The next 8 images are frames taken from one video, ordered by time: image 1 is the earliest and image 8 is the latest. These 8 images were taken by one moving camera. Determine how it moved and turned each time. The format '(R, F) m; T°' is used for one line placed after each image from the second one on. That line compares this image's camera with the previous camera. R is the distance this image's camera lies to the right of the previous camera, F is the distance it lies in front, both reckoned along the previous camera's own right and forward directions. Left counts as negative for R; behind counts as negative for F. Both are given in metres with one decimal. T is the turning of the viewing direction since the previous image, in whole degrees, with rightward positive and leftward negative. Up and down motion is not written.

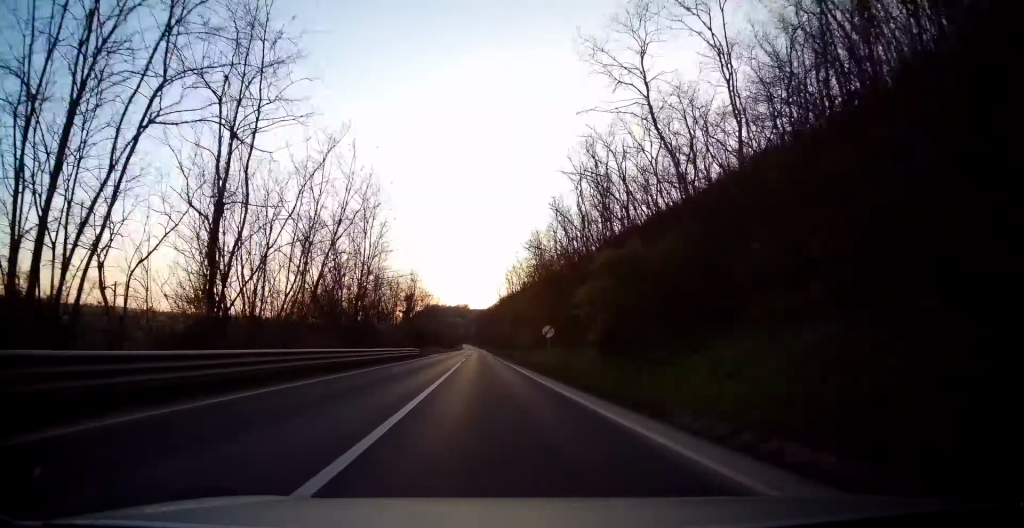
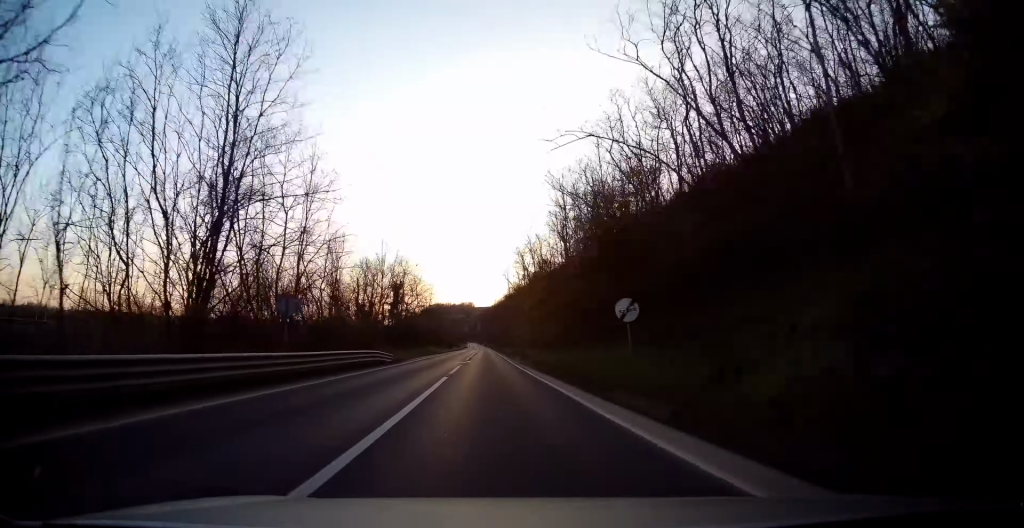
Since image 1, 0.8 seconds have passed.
(-0.4, +19.7) m; -2°
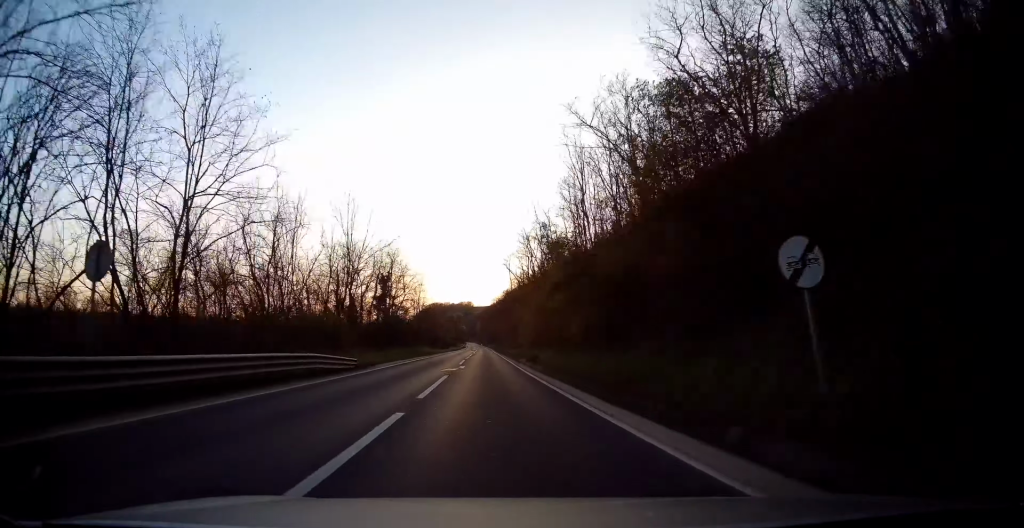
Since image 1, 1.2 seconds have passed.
(-0.1, +10.5) m; 0°
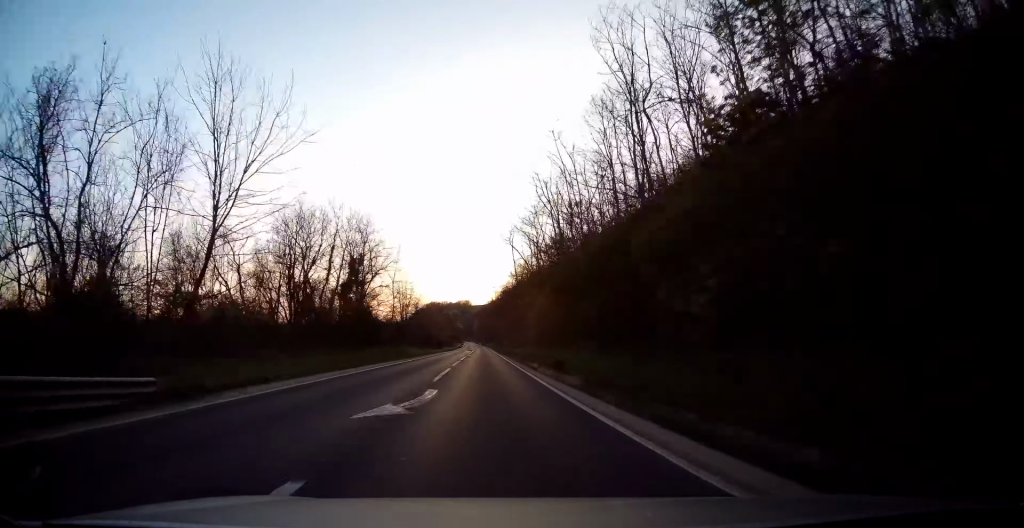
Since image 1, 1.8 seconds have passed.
(-0.3, +16.7) m; 0°
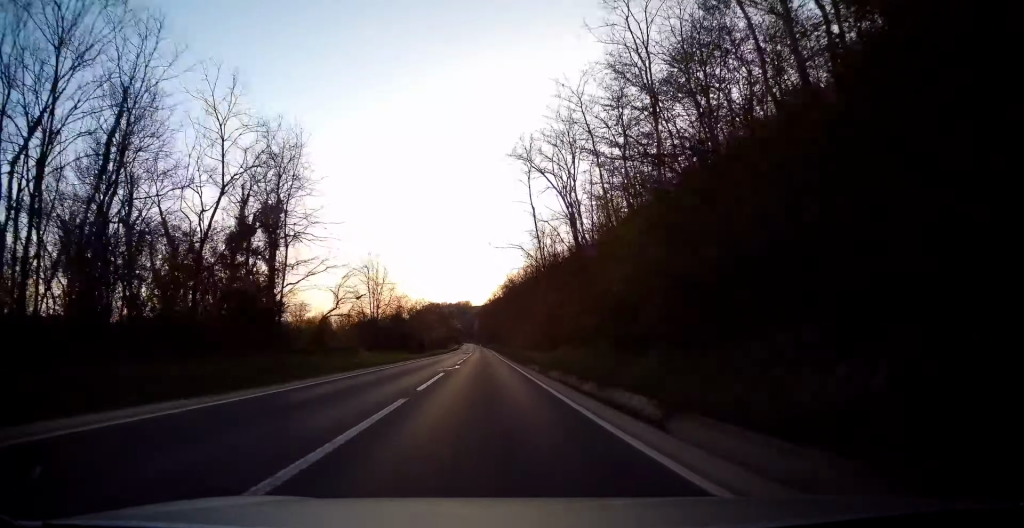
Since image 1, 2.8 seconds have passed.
(+0.5, +27.0) m; +1°
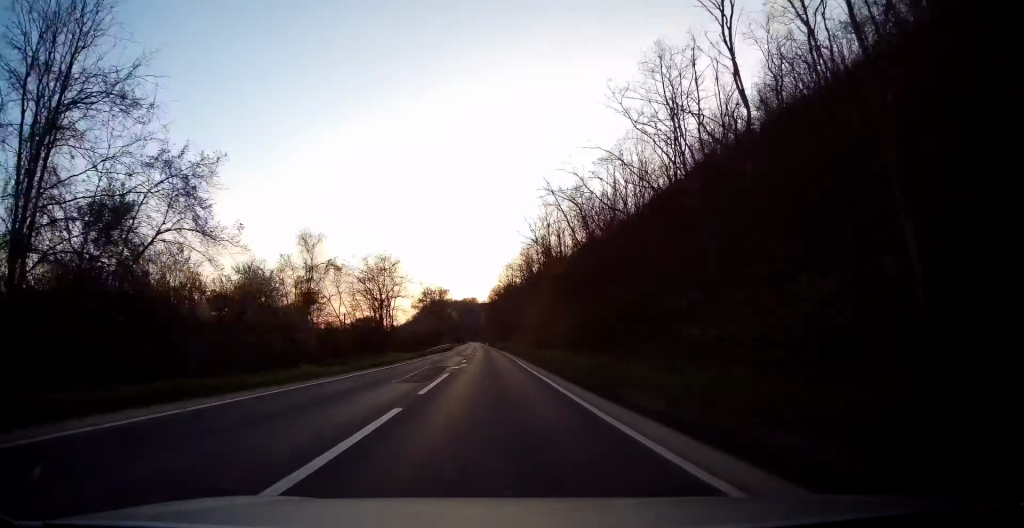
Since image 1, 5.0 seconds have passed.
(-1.1, +59.4) m; -1°
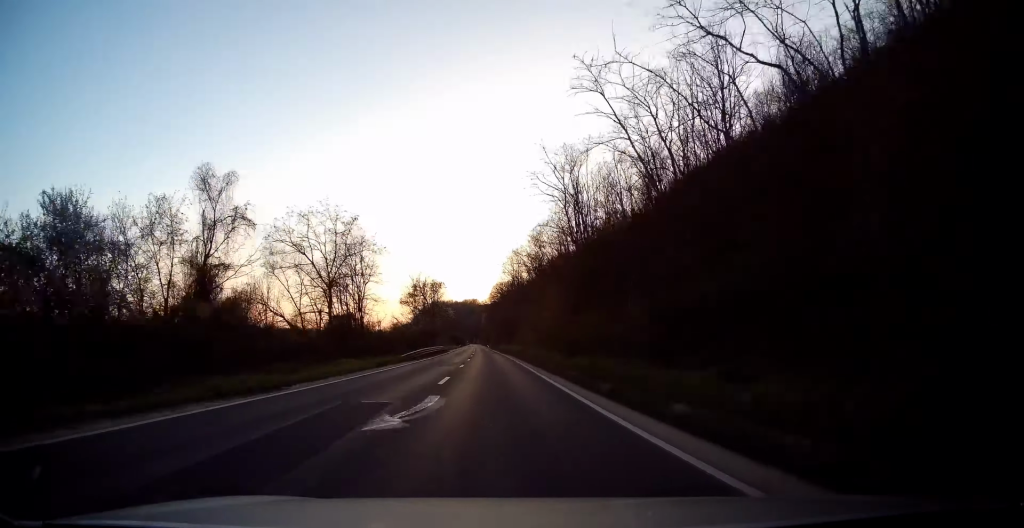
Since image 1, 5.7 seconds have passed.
(+0.4, +18.8) m; 0°
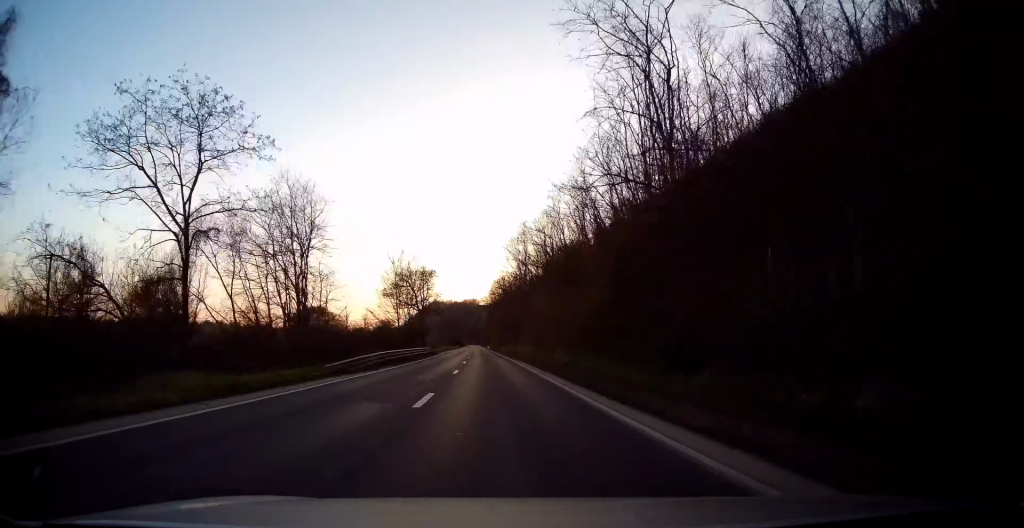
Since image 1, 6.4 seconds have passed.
(-0.2, +18.7) m; -1°
